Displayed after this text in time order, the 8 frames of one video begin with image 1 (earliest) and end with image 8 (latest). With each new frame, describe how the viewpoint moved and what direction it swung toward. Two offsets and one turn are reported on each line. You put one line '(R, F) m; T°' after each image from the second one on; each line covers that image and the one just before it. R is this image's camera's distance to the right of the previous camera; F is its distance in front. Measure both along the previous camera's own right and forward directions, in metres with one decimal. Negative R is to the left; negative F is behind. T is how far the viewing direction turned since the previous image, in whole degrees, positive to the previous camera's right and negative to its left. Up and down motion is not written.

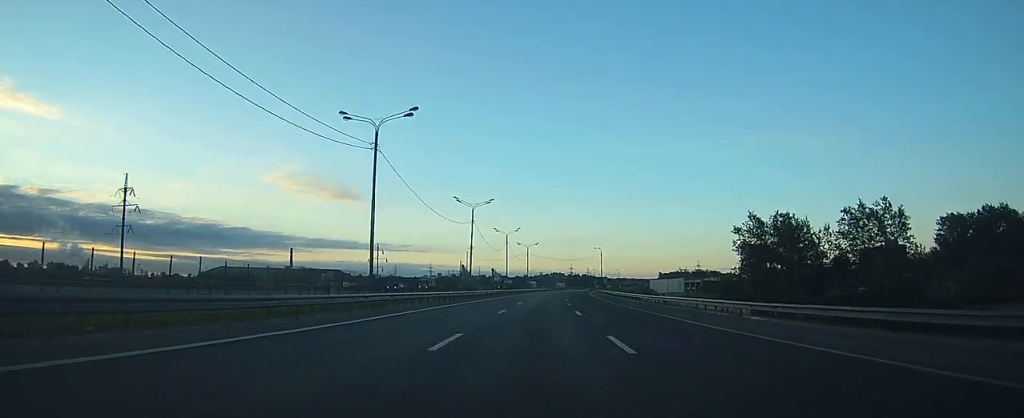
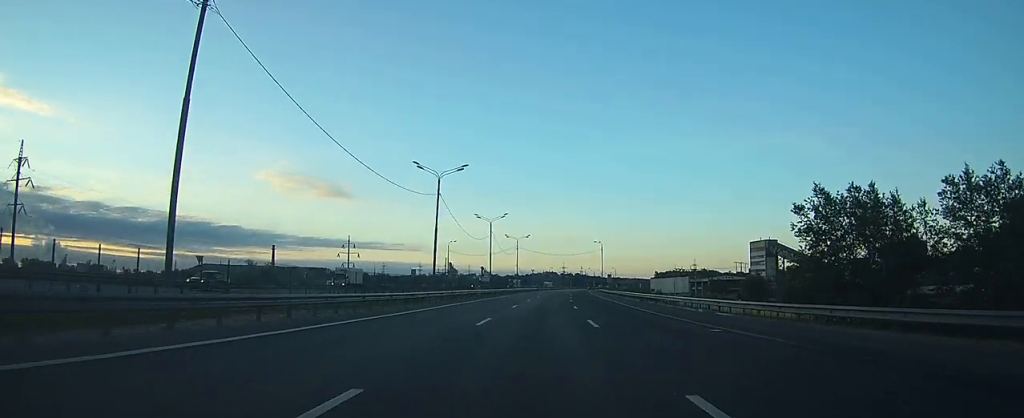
(+0.3, +24.3) m; +1°
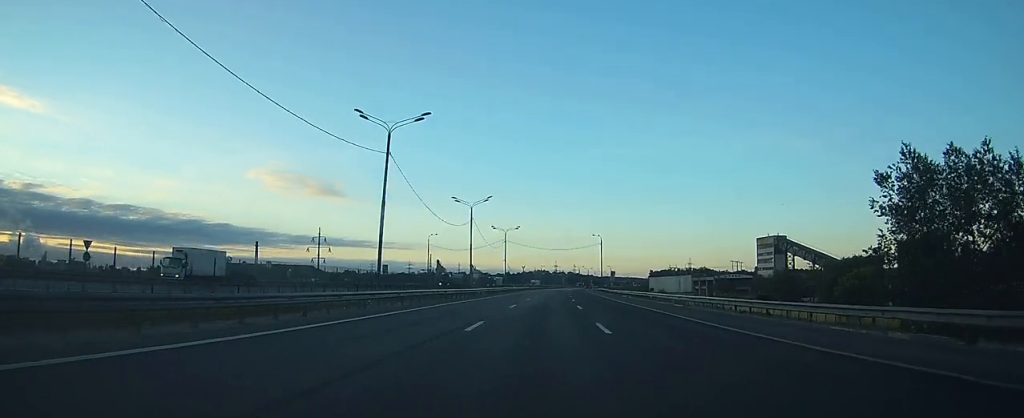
(+0.1, +18.9) m; 0°
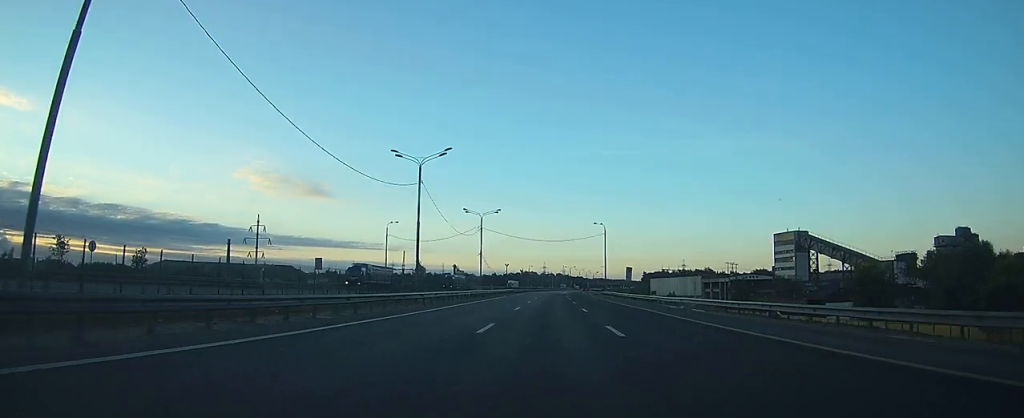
(+0.1, +31.5) m; +1°
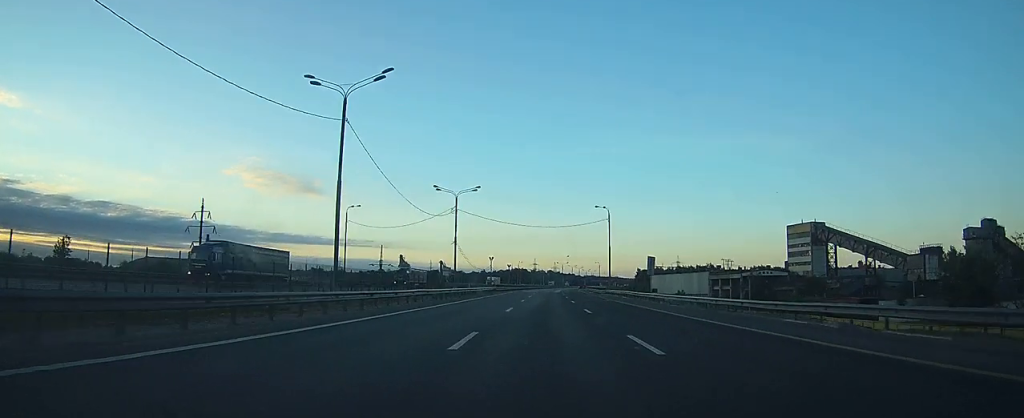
(+0.2, +20.7) m; +1°
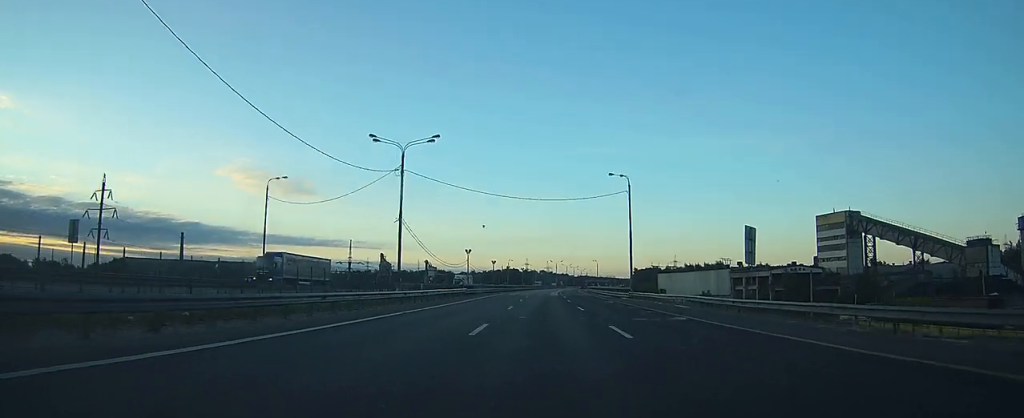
(+0.3, +28.6) m; +1°
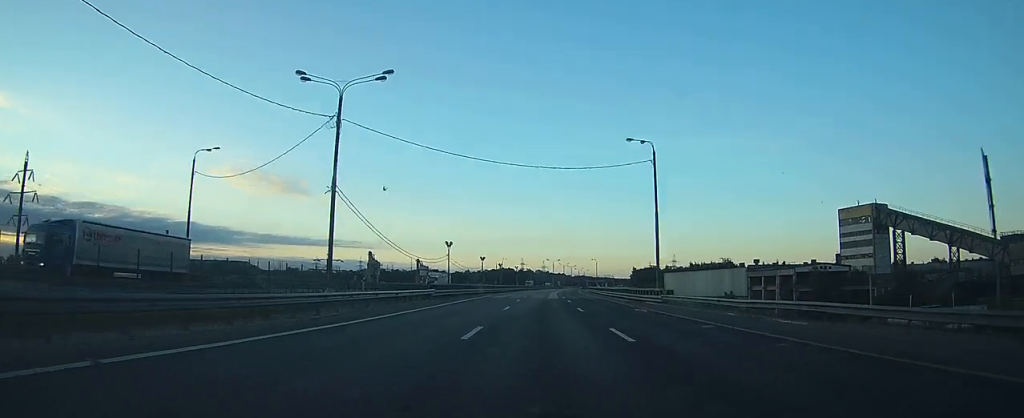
(+0.1, +16.8) m; 0°
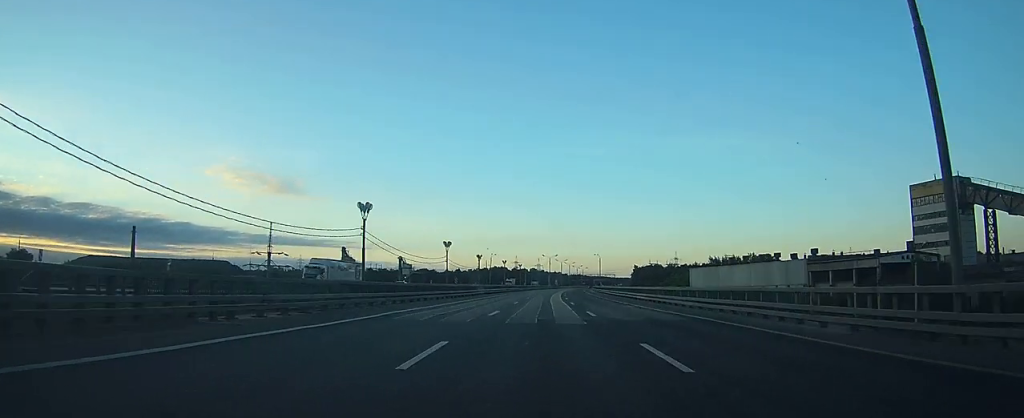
(+0.3, +37.4) m; +1°
